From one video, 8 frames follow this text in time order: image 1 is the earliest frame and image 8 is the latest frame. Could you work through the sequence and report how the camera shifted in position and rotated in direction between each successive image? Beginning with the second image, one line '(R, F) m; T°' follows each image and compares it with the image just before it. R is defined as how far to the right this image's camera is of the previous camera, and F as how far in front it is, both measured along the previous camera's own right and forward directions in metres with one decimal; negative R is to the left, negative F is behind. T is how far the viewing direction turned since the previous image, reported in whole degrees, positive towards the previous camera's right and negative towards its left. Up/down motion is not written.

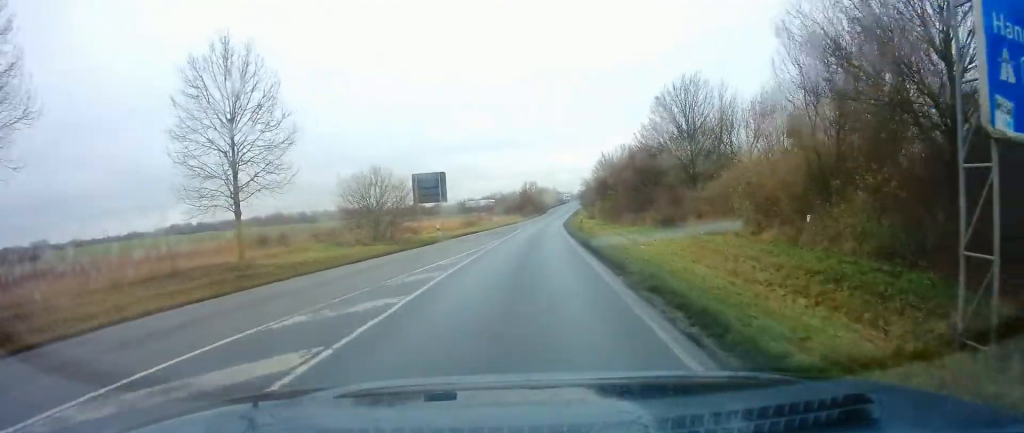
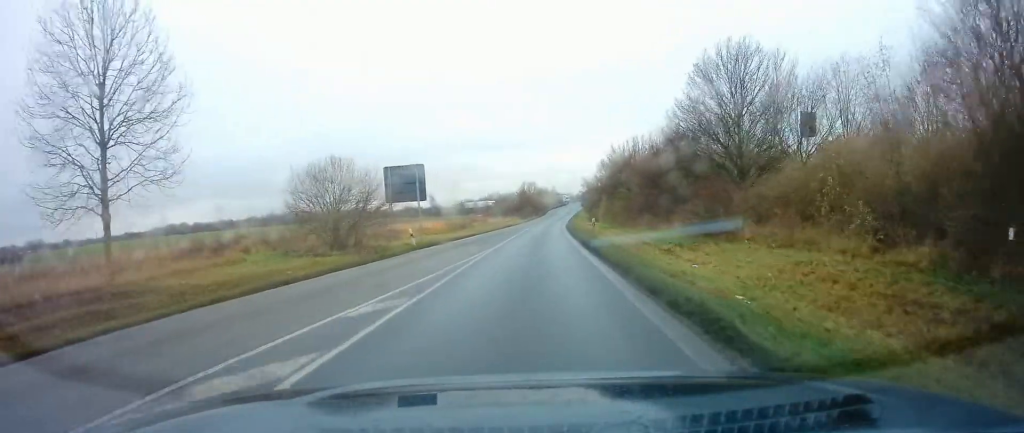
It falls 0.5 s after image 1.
(+0.1, +8.3) m; 0°
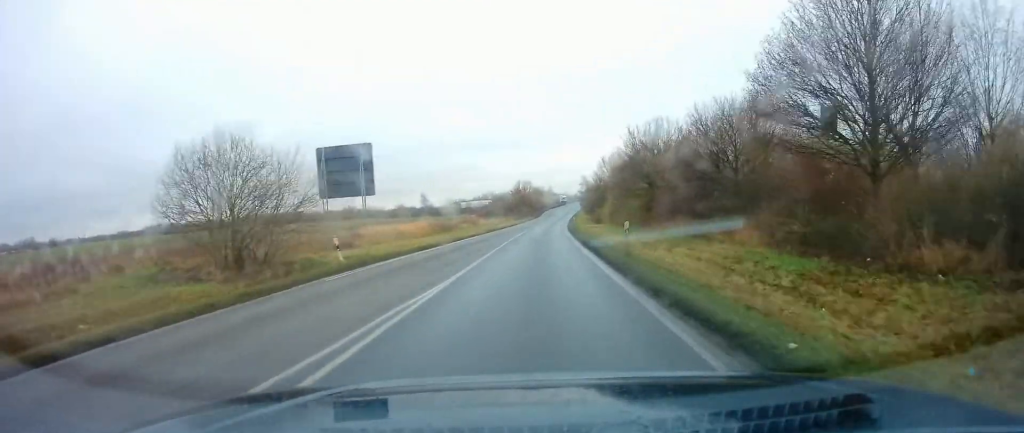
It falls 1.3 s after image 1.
(0.0, +11.5) m; 0°
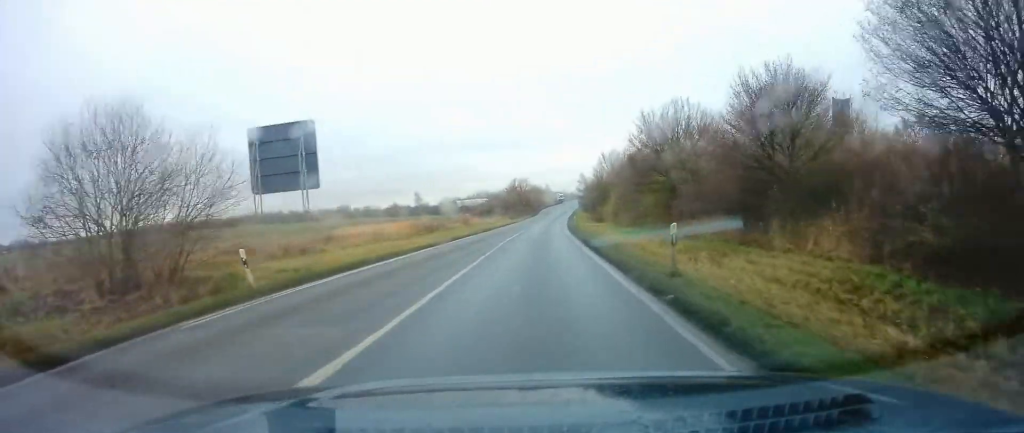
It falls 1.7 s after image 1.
(0.0, +6.5) m; 0°
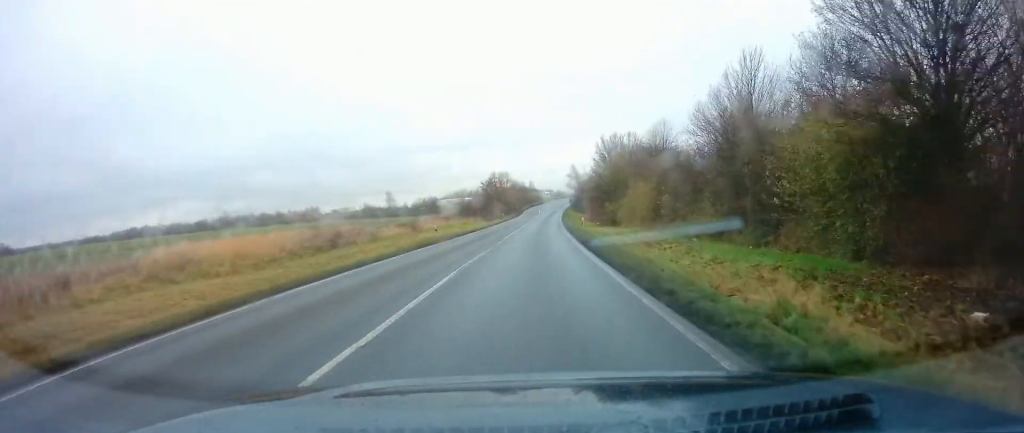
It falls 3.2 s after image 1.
(+0.5, +25.5) m; +2°
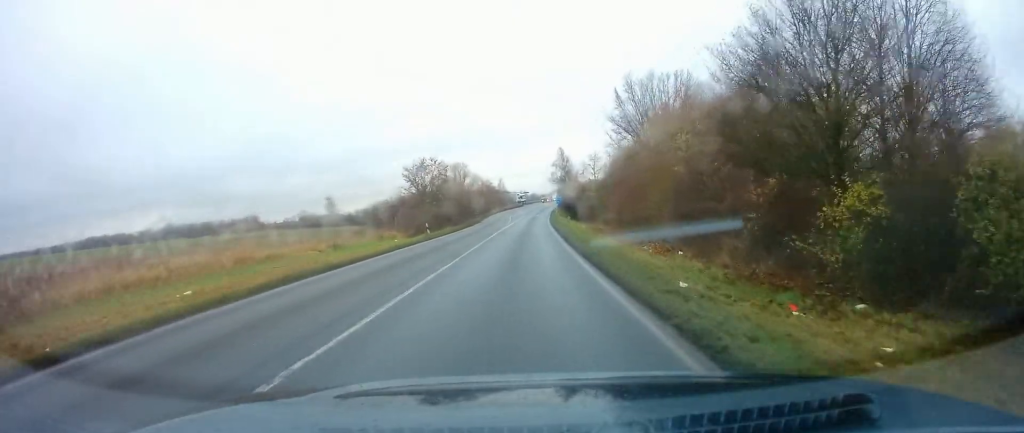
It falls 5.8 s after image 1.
(+1.1, +46.7) m; +3°
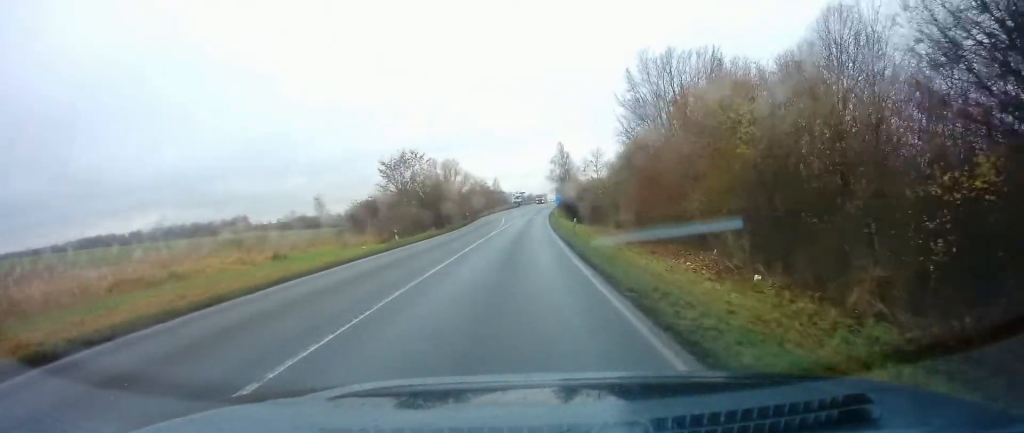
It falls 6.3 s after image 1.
(0.0, +8.4) m; 0°
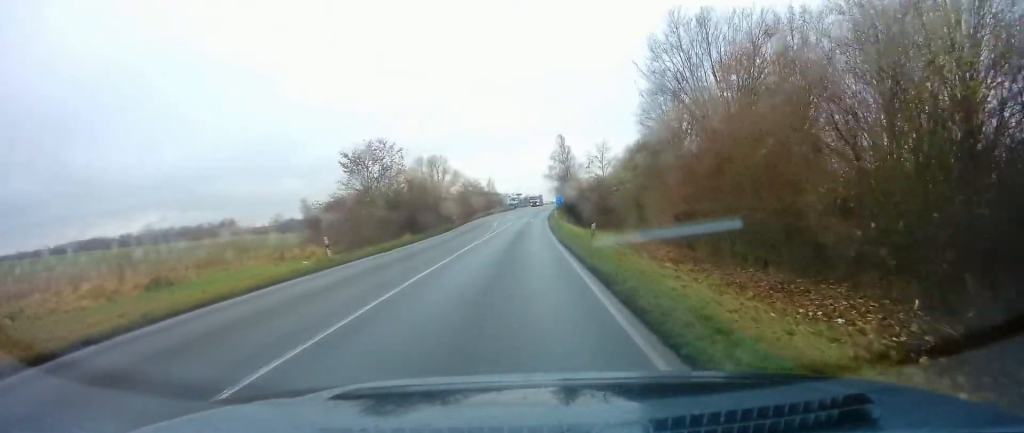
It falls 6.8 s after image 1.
(0.0, +10.3) m; 0°
